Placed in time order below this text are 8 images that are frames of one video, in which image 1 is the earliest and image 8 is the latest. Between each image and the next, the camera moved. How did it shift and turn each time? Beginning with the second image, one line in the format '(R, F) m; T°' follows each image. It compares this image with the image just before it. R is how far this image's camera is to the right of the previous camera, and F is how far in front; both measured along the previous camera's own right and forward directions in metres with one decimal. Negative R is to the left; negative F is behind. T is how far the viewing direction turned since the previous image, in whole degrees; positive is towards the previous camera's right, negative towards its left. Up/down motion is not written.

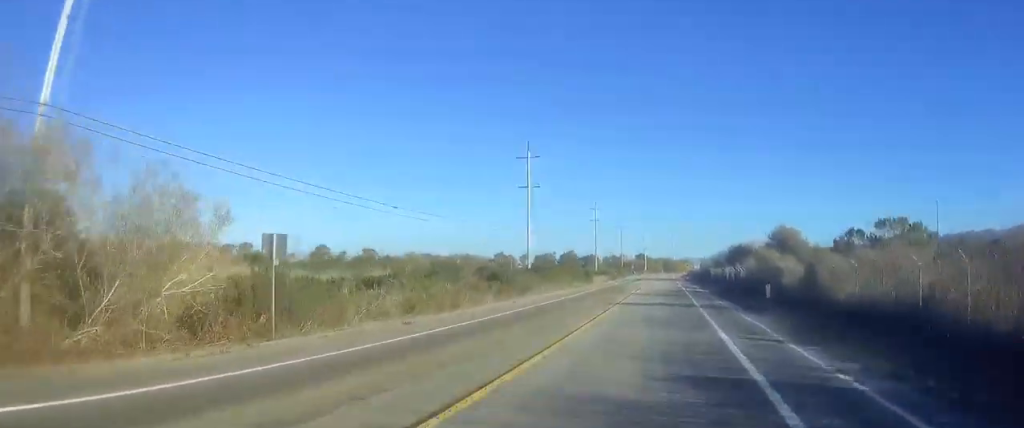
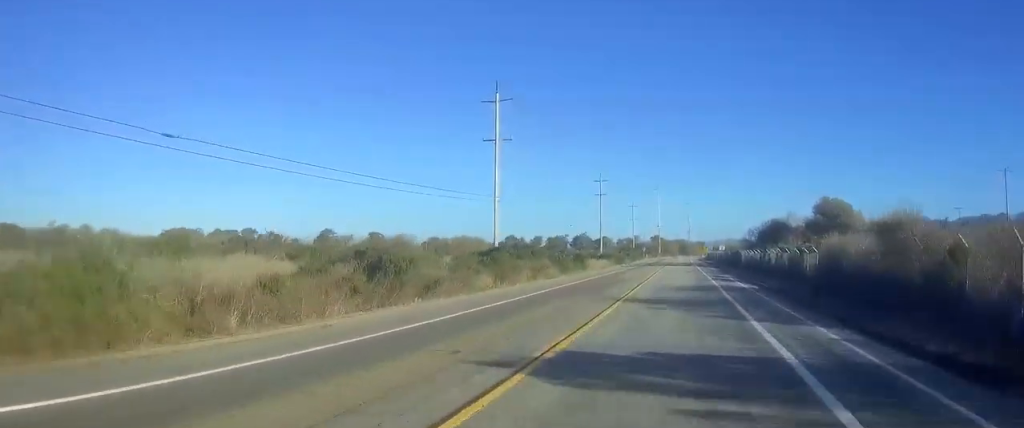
(+0.5, +22.5) m; +1°
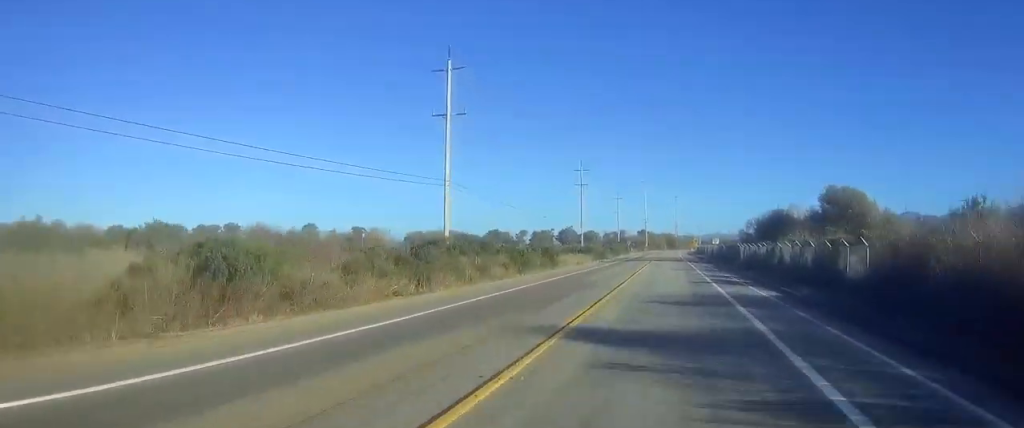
(+0.1, +10.4) m; 0°
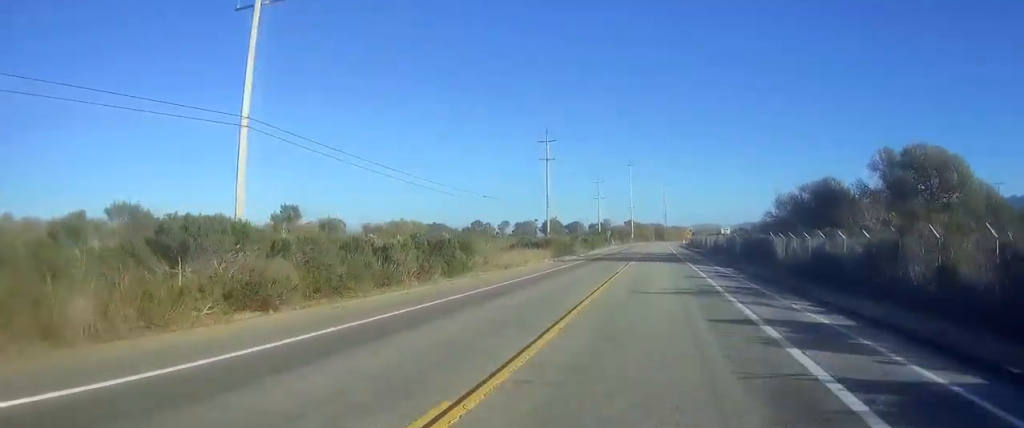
(-0.2, +25.1) m; 0°
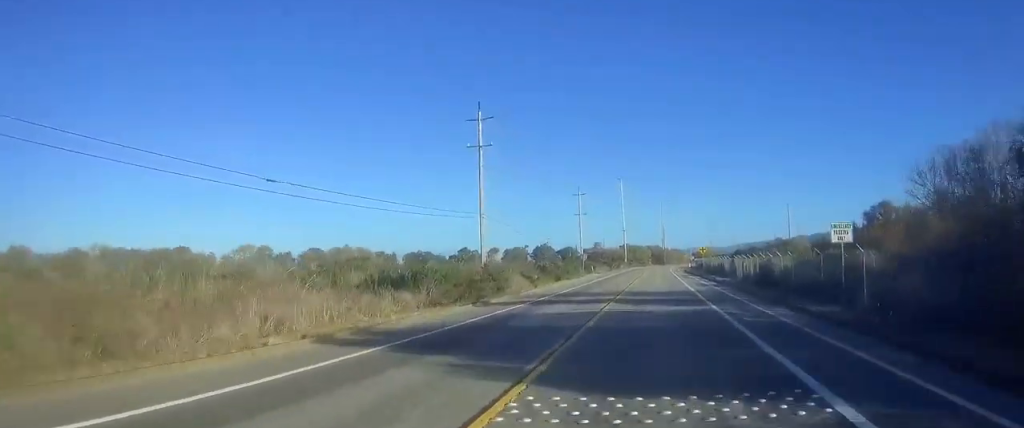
(-0.1, +35.0) m; -1°
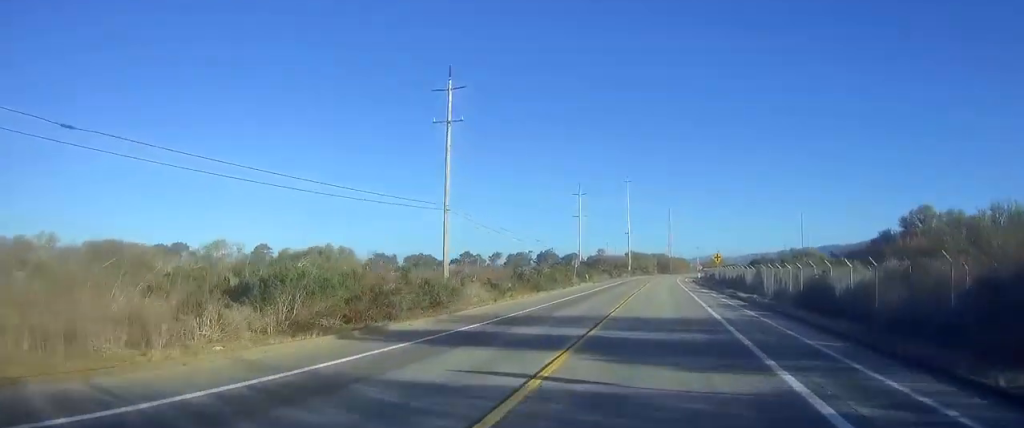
(-0.1, +12.4) m; 0°
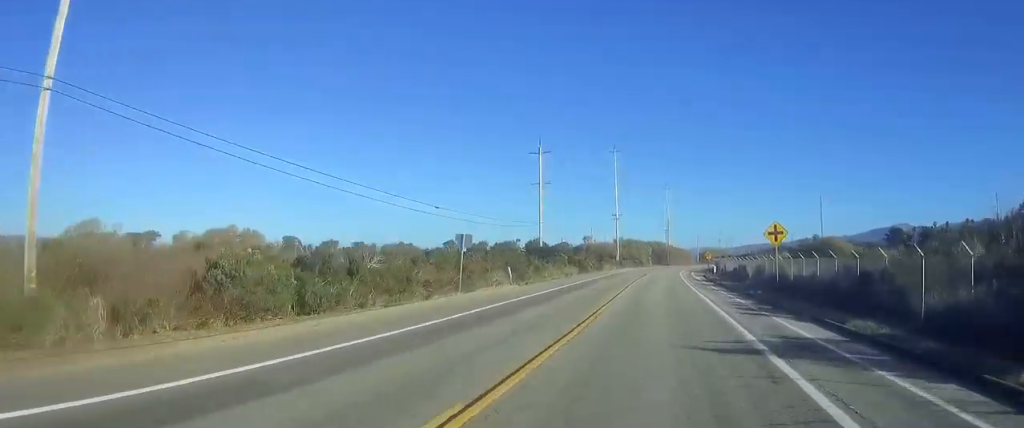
(+0.5, +37.6) m; +2°
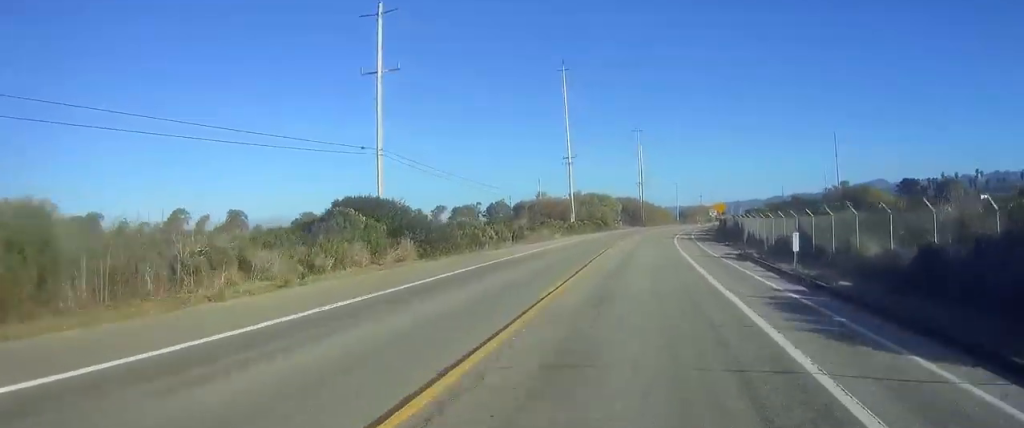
(-0.2, +47.1) m; -2°
